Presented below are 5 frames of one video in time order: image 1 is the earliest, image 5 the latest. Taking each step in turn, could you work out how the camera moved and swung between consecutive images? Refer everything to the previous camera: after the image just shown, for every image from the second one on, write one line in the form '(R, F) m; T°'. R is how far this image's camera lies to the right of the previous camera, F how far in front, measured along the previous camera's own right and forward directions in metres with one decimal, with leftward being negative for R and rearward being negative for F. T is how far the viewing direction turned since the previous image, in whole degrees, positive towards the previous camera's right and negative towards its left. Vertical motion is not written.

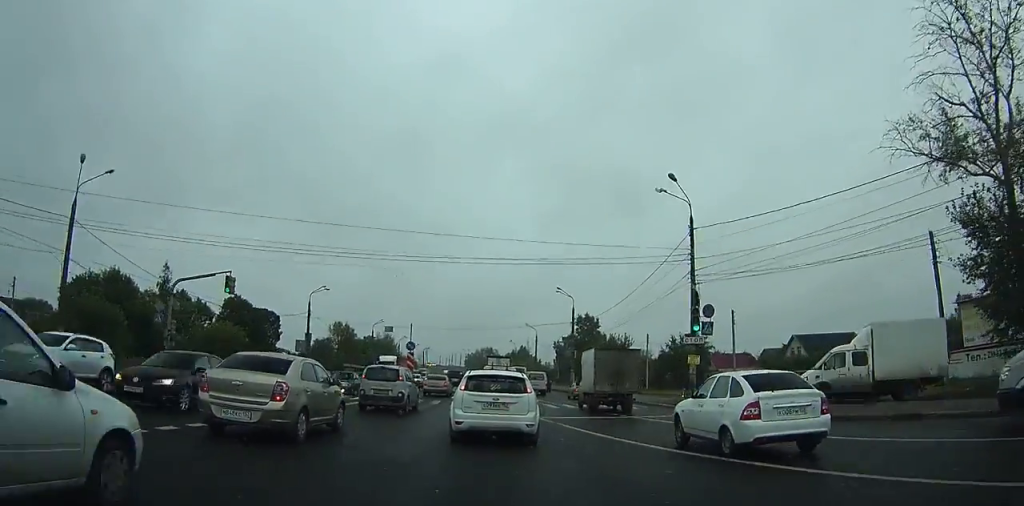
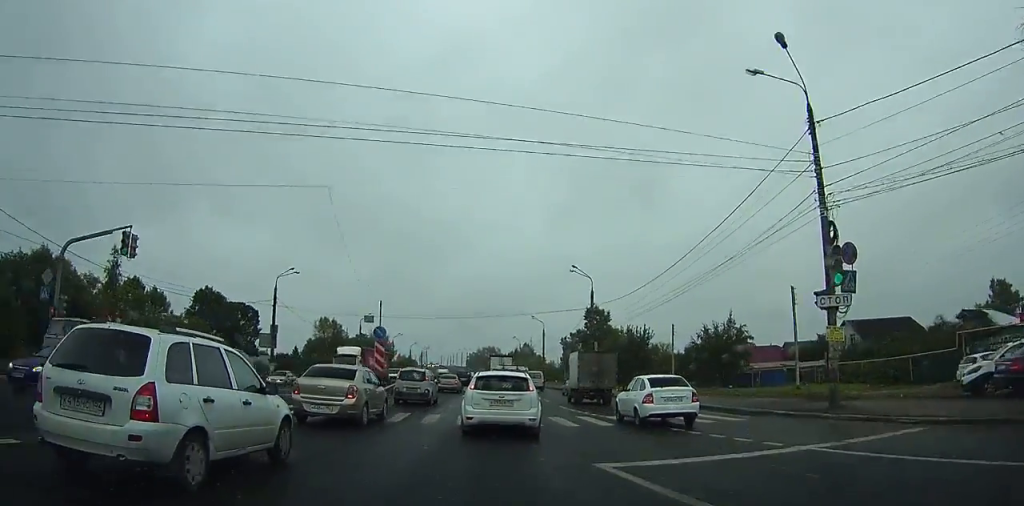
(-0.1, +10.6) m; 0°
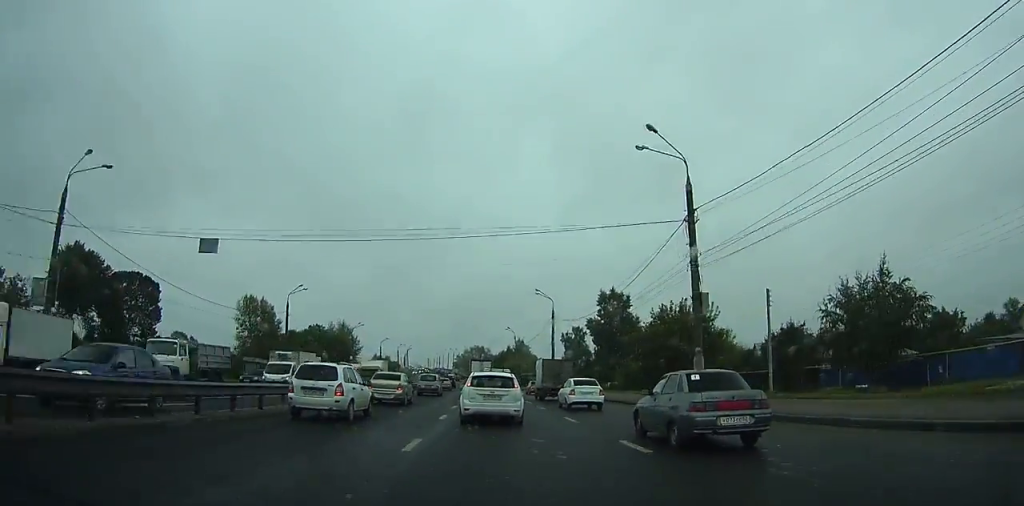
(+0.3, +30.2) m; +1°
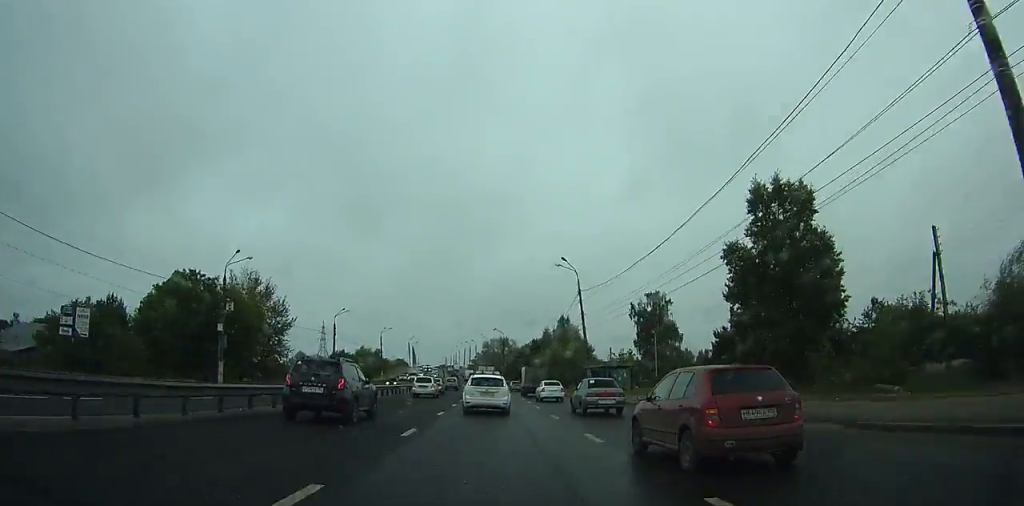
(+0.1, +61.3) m; 0°
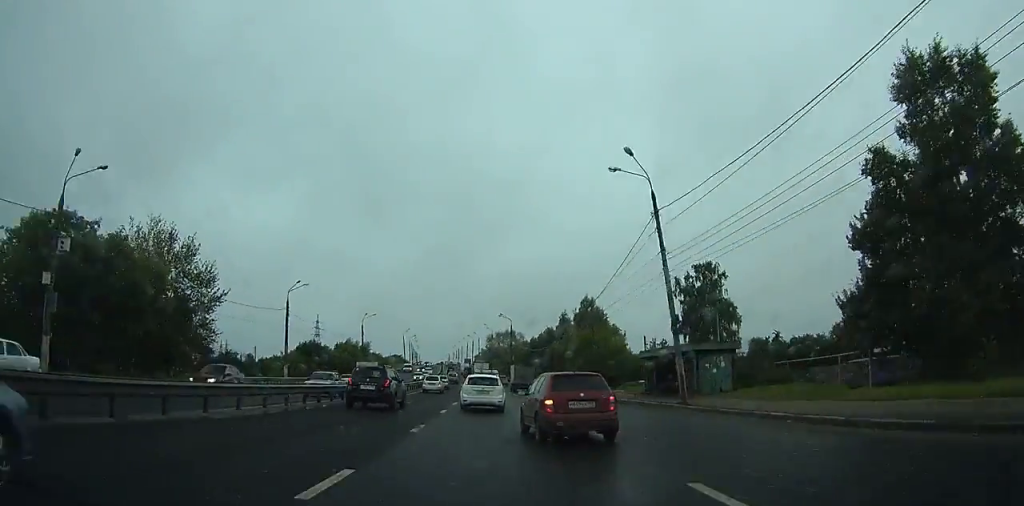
(0.0, +22.0) m; -5°
